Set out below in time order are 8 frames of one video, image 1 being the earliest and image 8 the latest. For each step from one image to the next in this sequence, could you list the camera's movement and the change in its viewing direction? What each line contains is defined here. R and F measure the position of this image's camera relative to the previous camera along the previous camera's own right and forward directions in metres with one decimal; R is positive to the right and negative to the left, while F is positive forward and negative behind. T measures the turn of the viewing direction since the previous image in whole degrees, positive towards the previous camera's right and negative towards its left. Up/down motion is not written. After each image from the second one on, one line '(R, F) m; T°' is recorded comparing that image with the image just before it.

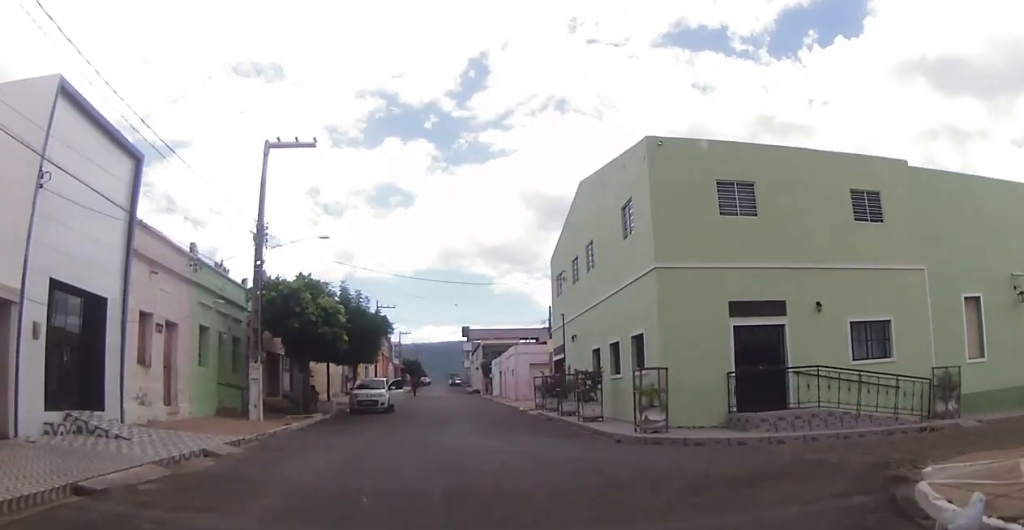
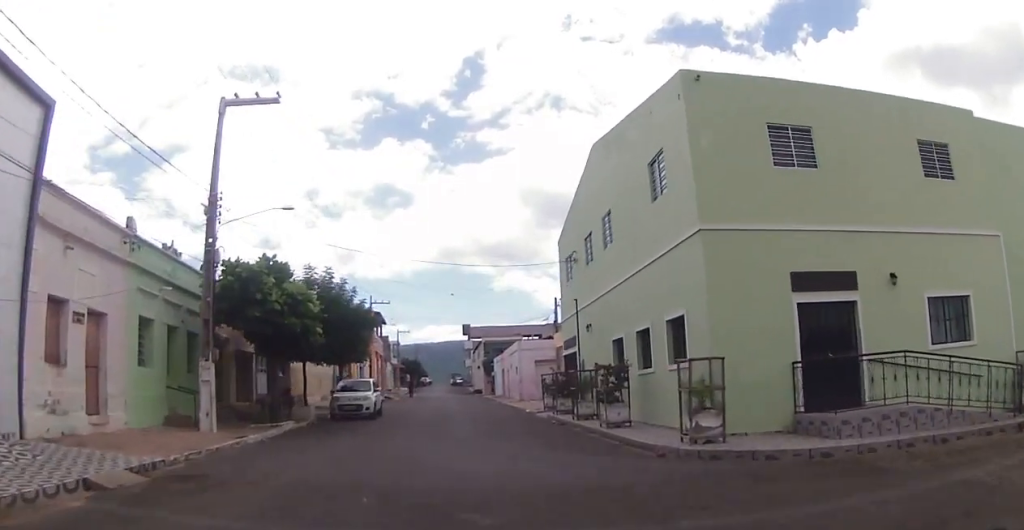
(0.0, +3.9) m; +5°
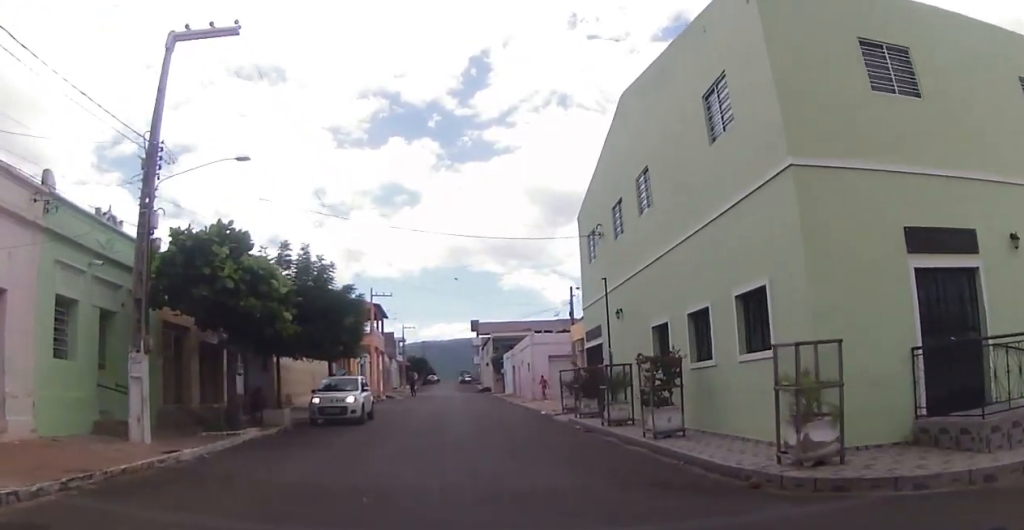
(+0.3, +3.9) m; +2°
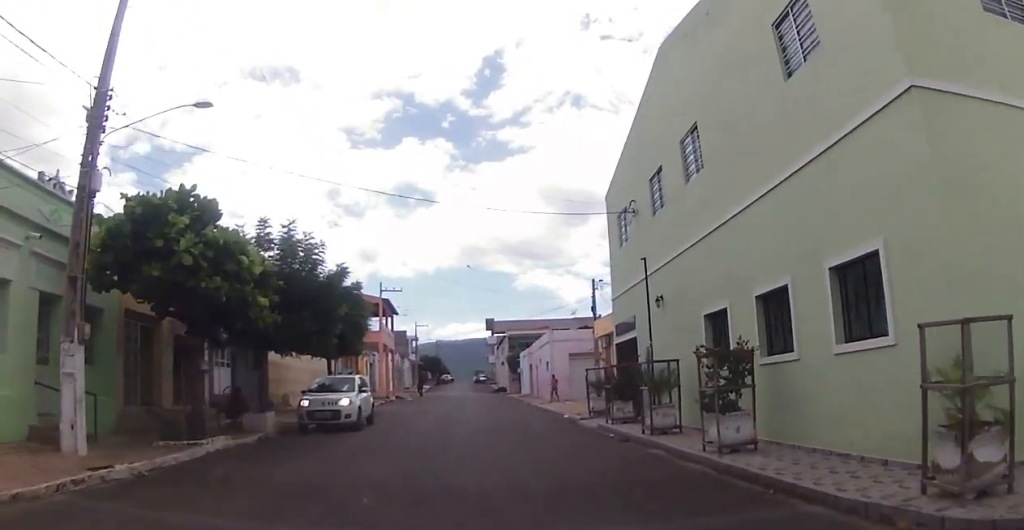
(+0.1, +3.0) m; -2°
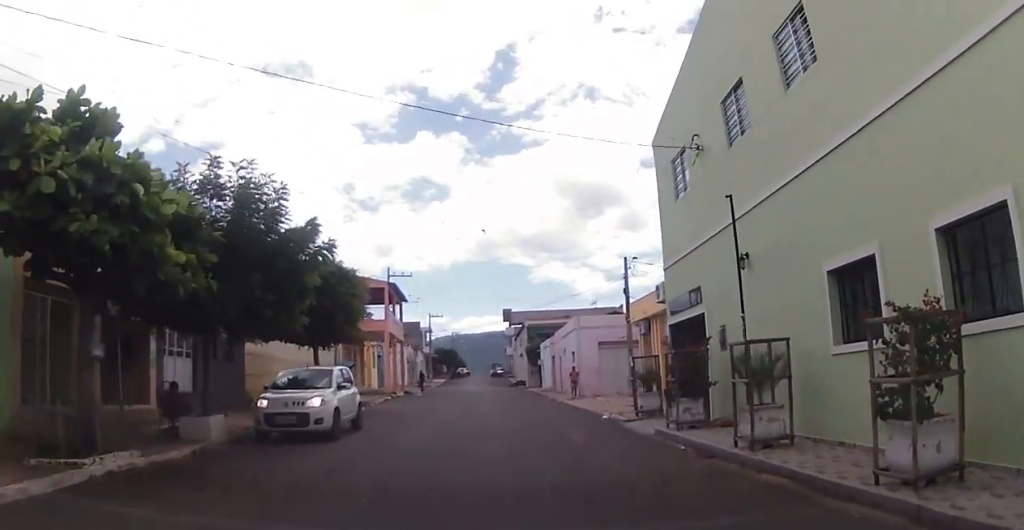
(-0.4, +5.0) m; -5°
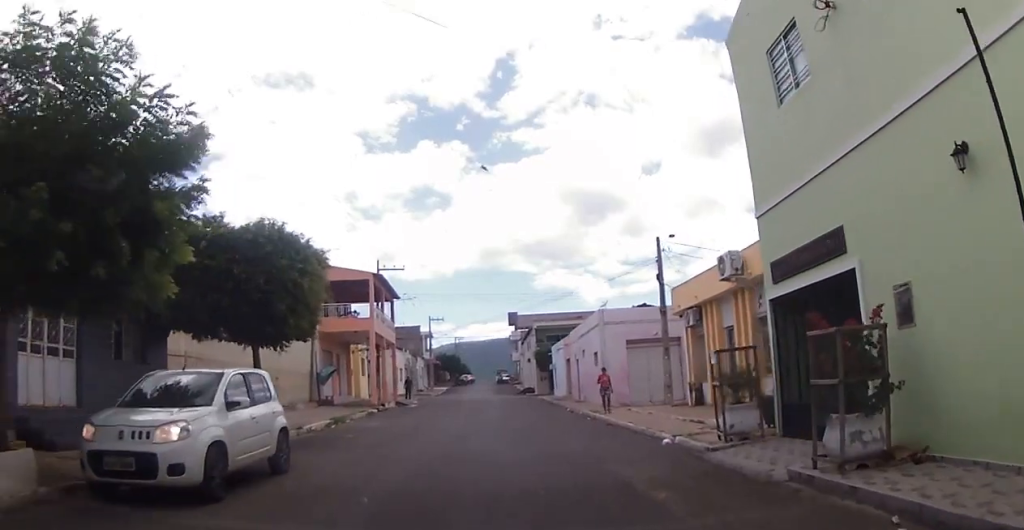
(0.0, +6.4) m; 0°
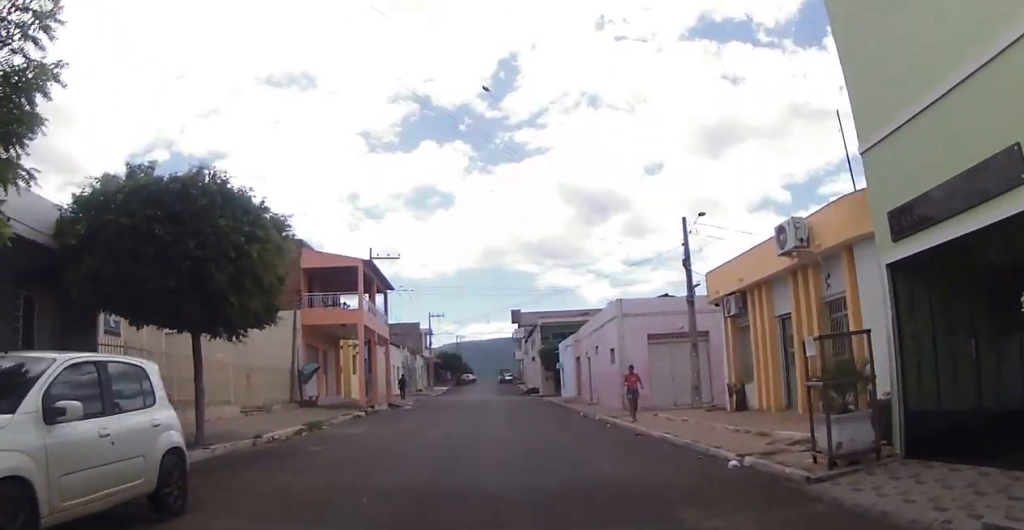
(0.0, +3.5) m; 0°
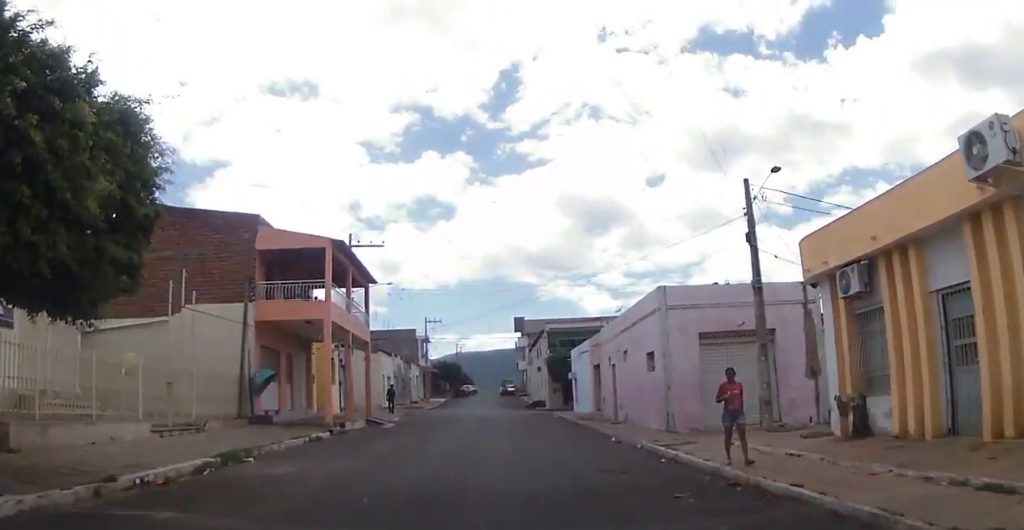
(0.0, +6.2) m; 0°
